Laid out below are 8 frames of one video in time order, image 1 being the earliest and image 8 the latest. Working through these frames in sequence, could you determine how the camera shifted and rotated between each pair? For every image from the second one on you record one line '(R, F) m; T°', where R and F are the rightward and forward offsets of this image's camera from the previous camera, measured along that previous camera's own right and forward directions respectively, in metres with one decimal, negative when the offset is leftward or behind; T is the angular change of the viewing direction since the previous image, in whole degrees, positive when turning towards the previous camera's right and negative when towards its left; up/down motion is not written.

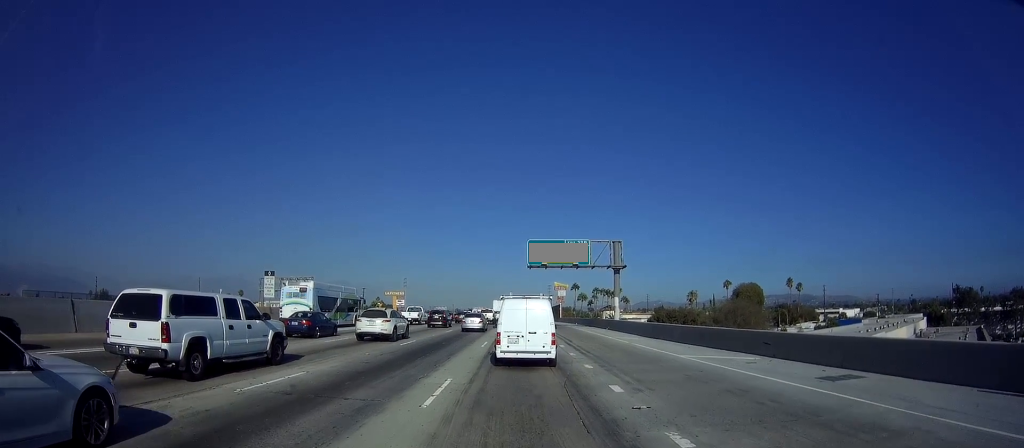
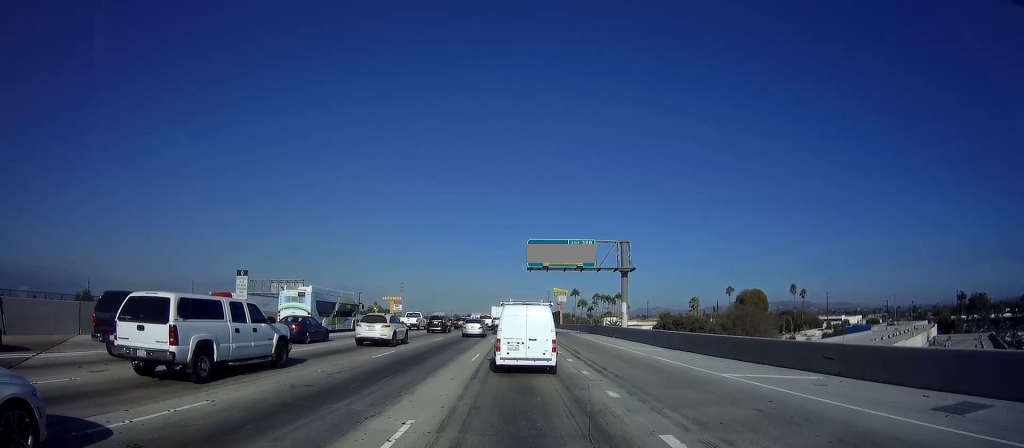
(0.0, +4.6) m; 0°
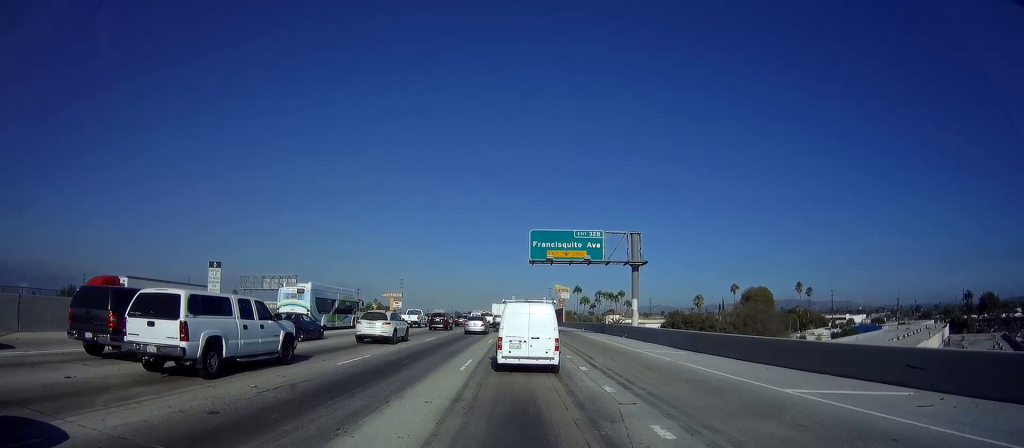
(0.0, +4.0) m; +1°
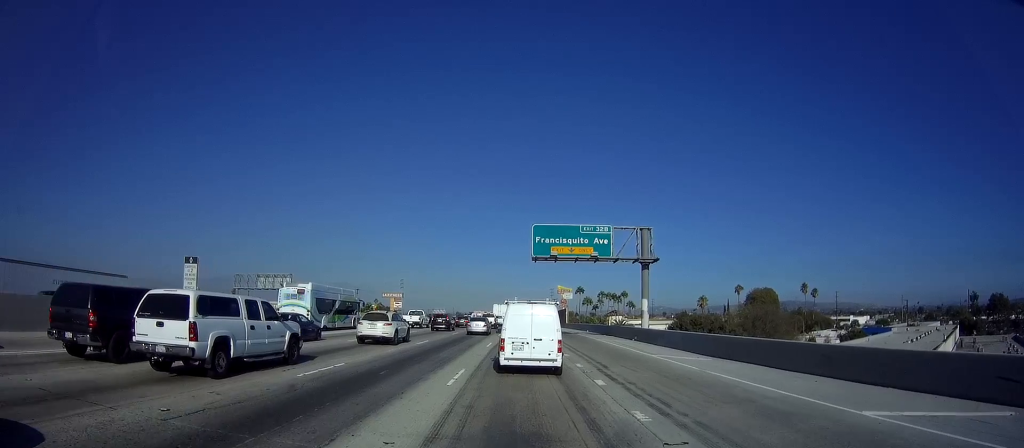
(0.0, +3.1) m; +1°
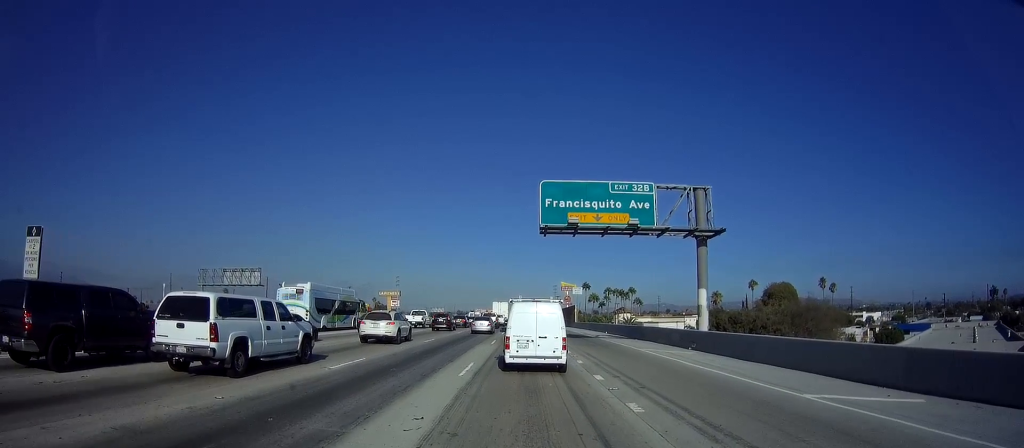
(+0.1, +13.0) m; 0°
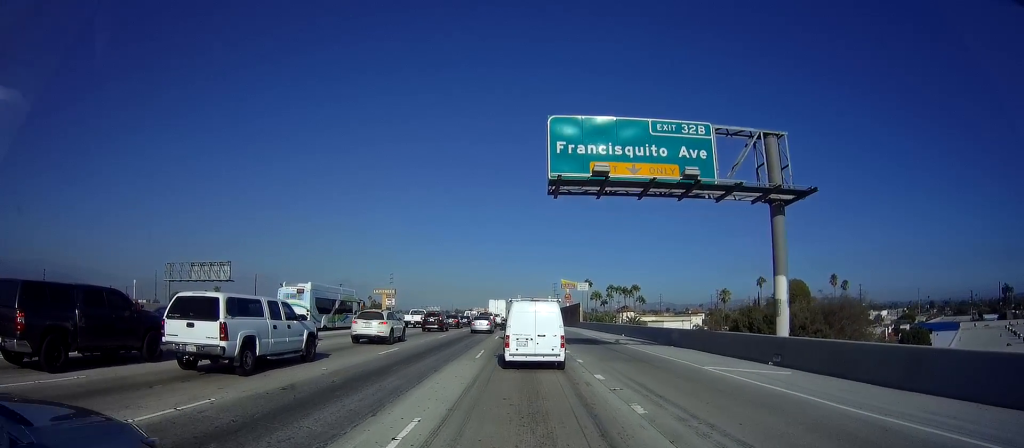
(0.0, +9.6) m; -2°
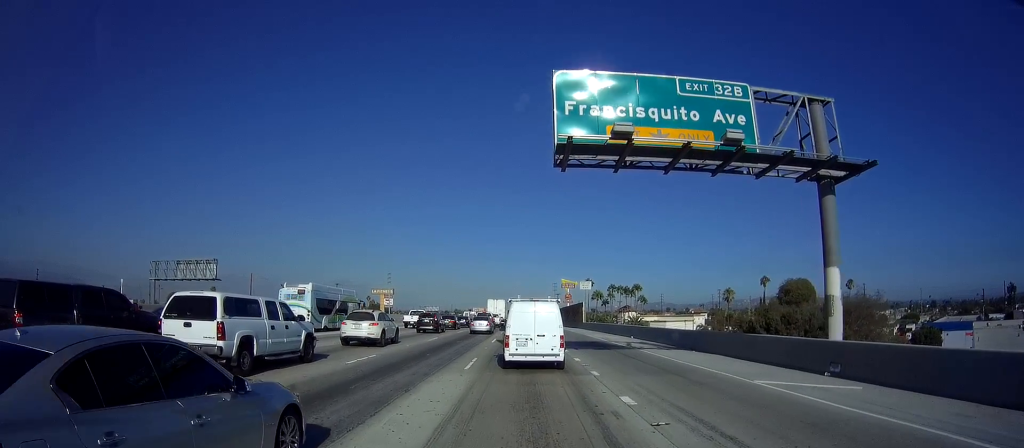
(0.0, +3.9) m; -1°
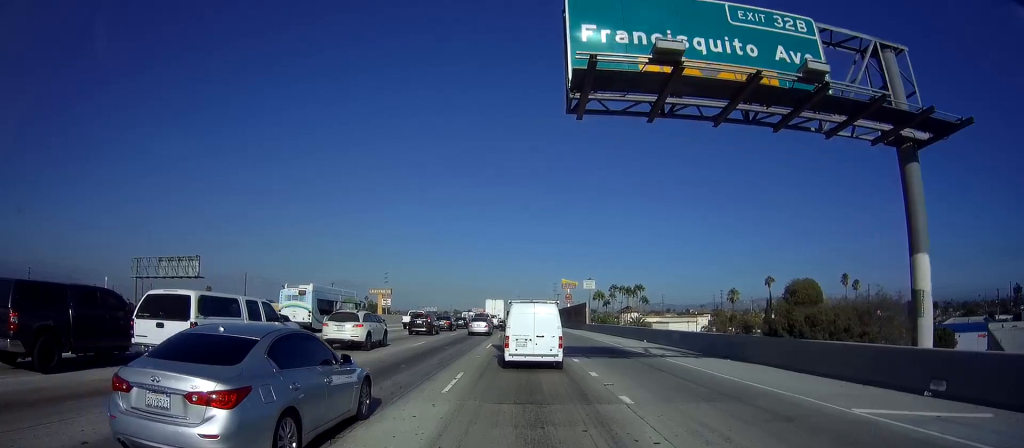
(-0.2, +4.6) m; 0°
